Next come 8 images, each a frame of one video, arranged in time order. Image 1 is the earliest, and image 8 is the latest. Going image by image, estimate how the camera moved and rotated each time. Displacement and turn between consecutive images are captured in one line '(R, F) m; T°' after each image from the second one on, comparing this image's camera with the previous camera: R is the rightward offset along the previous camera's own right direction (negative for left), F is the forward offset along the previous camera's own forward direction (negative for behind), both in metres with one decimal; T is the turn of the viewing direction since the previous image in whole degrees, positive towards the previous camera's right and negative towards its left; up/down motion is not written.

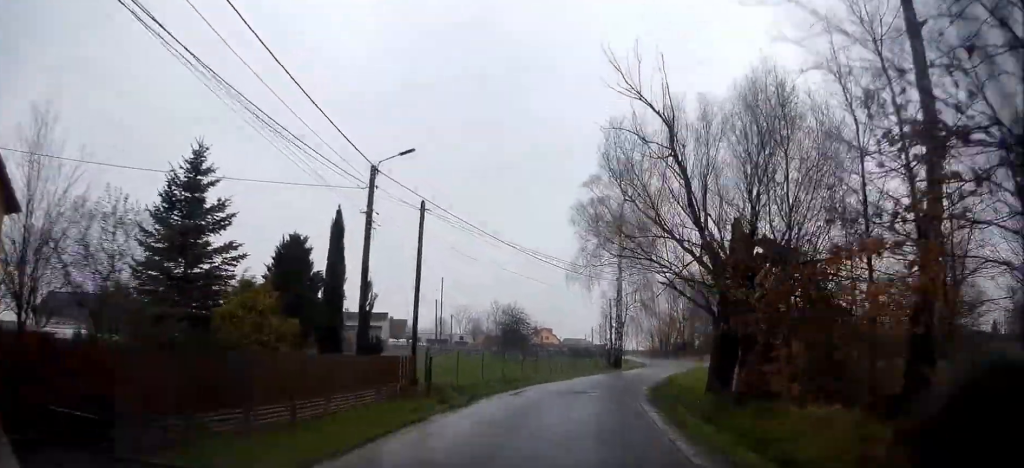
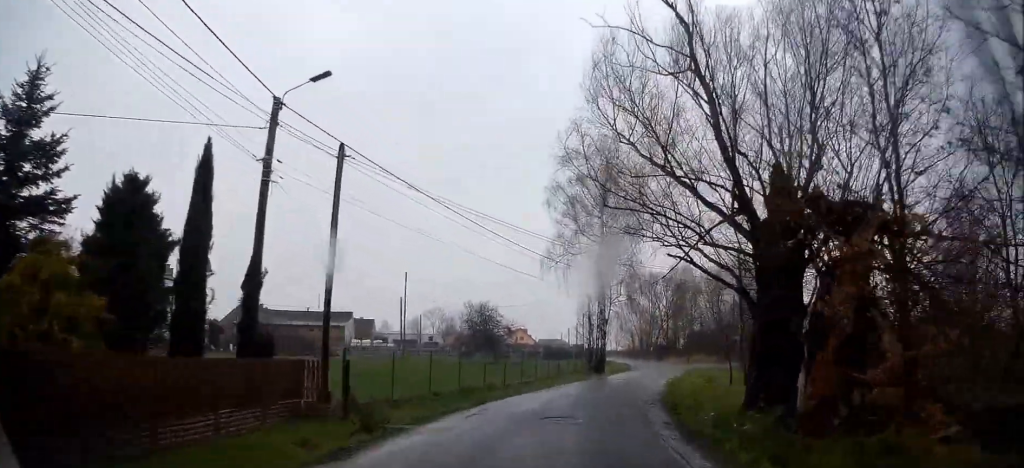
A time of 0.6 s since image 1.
(-0.1, +6.6) m; +2°
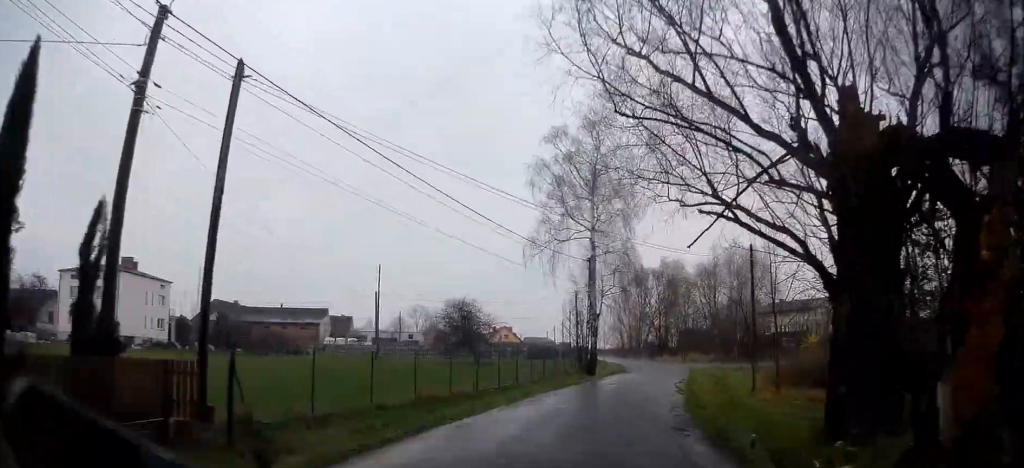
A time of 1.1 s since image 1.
(+0.3, +5.2) m; +2°
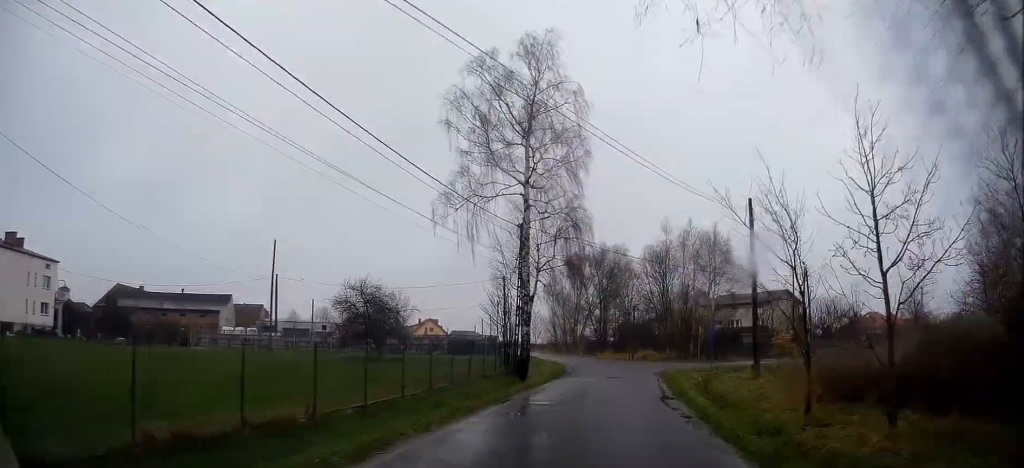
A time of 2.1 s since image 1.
(+0.4, +10.4) m; +4°
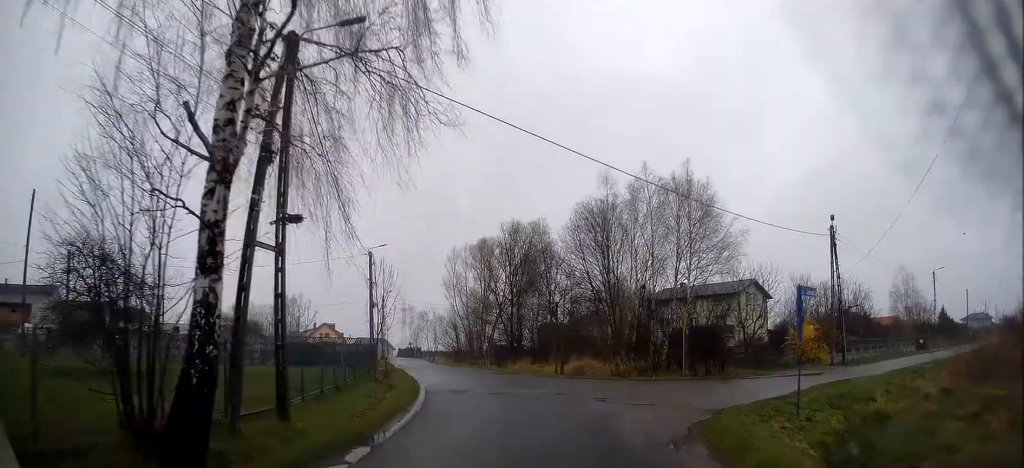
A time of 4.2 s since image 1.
(+1.8, +21.6) m; +8°
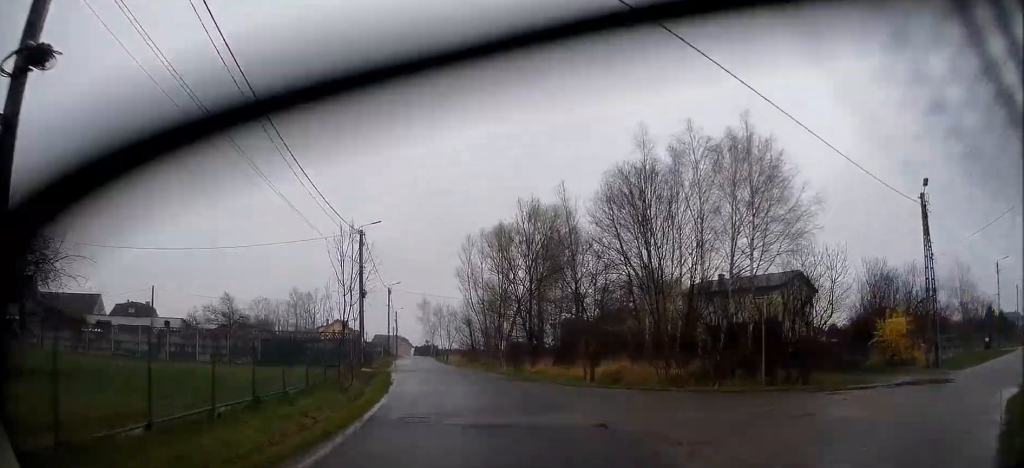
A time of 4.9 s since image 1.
(+0.1, +7.9) m; -1°
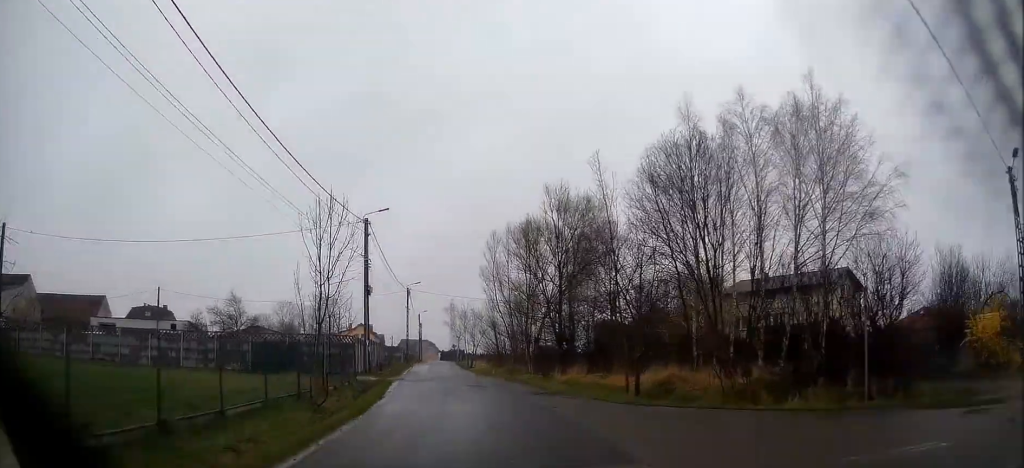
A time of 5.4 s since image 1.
(0.0, +5.1) m; -3°
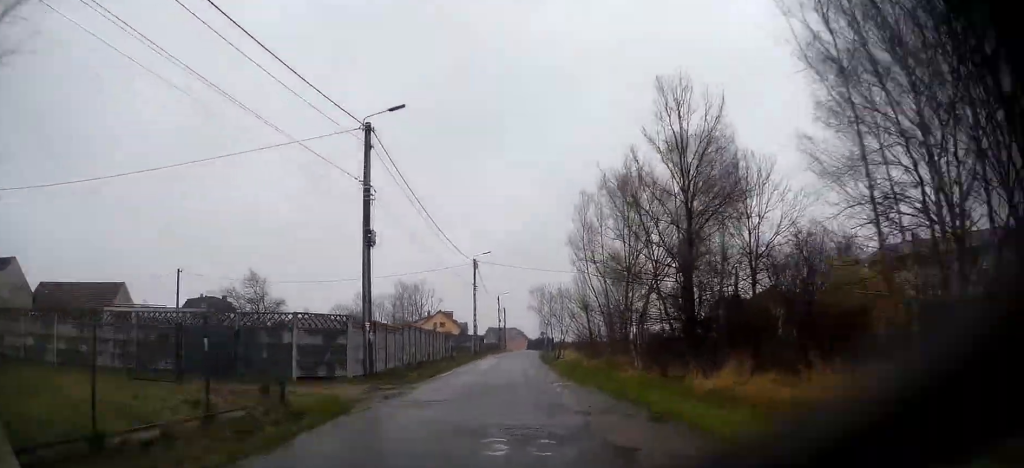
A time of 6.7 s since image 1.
(-1.1, +14.2) m; -7°
